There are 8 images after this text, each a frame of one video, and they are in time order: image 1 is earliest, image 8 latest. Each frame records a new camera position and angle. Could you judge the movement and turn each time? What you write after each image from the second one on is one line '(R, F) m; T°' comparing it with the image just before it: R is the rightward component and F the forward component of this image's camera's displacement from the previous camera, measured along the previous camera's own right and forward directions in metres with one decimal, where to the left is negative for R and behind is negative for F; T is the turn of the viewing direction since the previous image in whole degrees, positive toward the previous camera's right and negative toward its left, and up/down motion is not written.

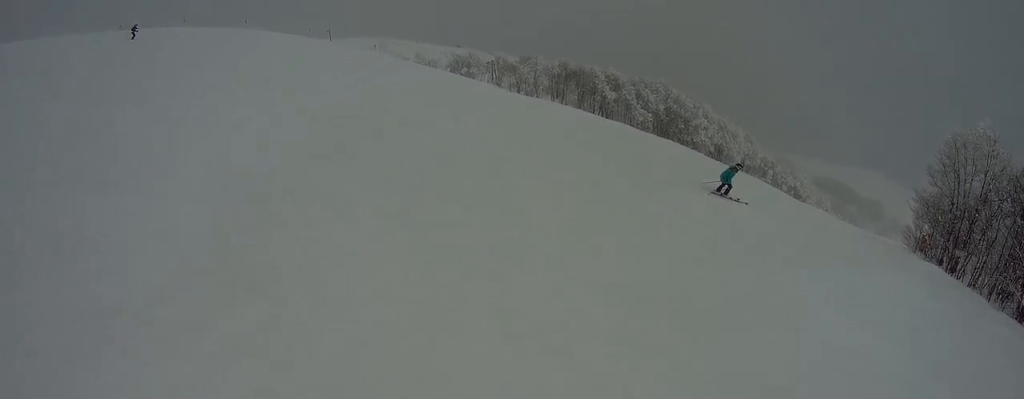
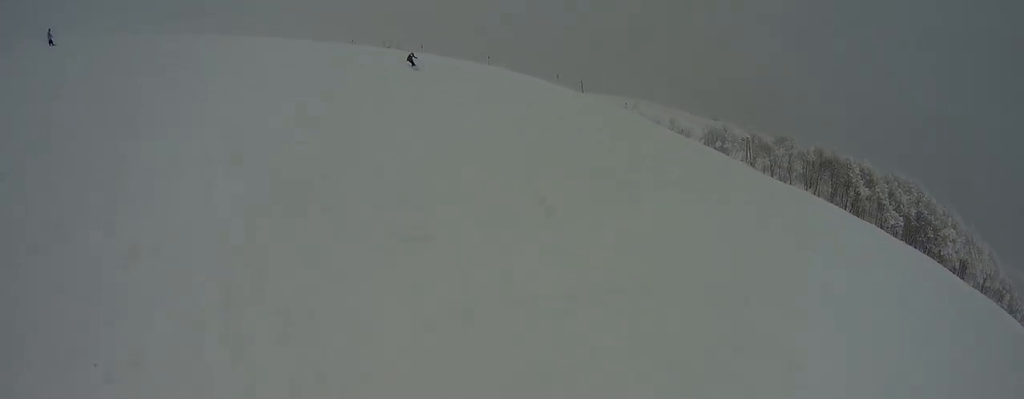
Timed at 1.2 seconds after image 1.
(-0.7, +2.8) m; -20°
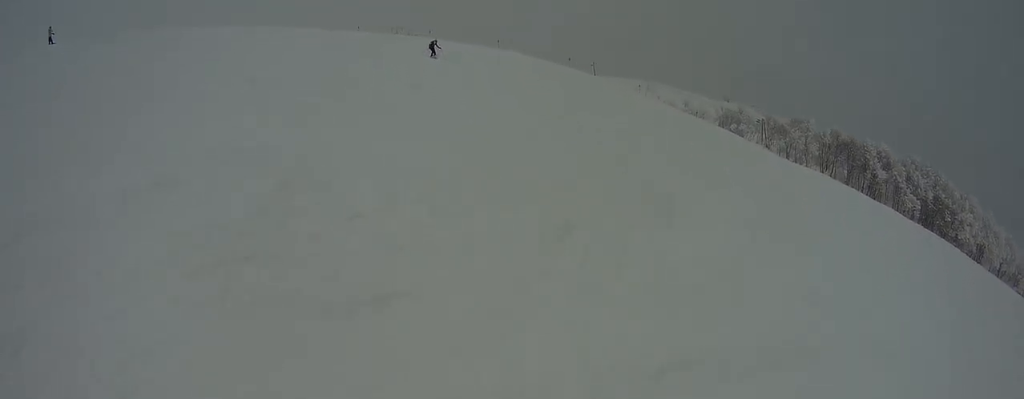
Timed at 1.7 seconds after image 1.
(0.0, +1.0) m; +14°
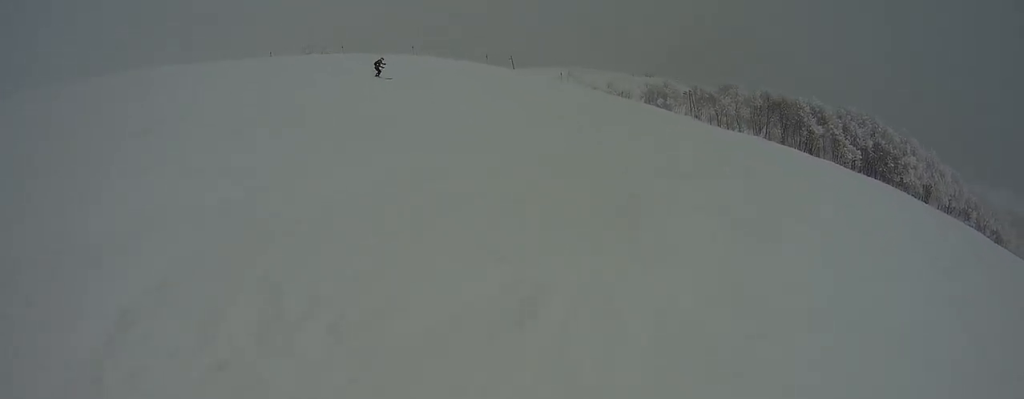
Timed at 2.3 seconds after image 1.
(-0.1, +1.3) m; +16°
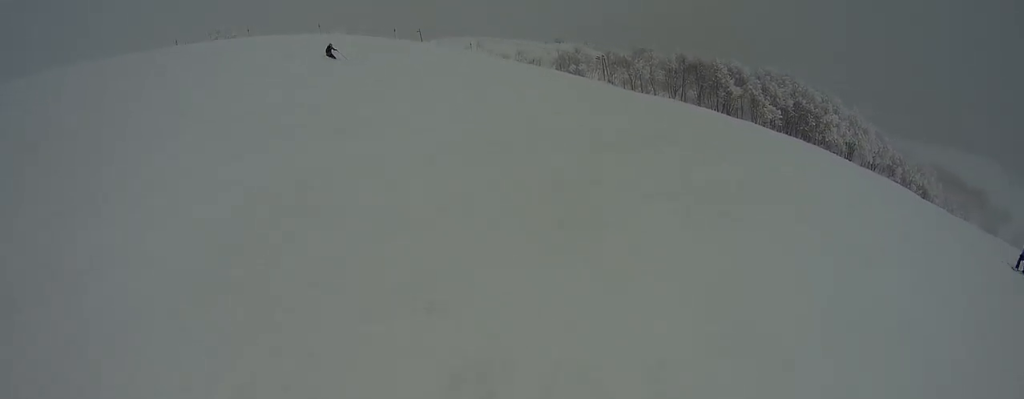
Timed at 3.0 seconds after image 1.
(+0.7, +1.5) m; +2°
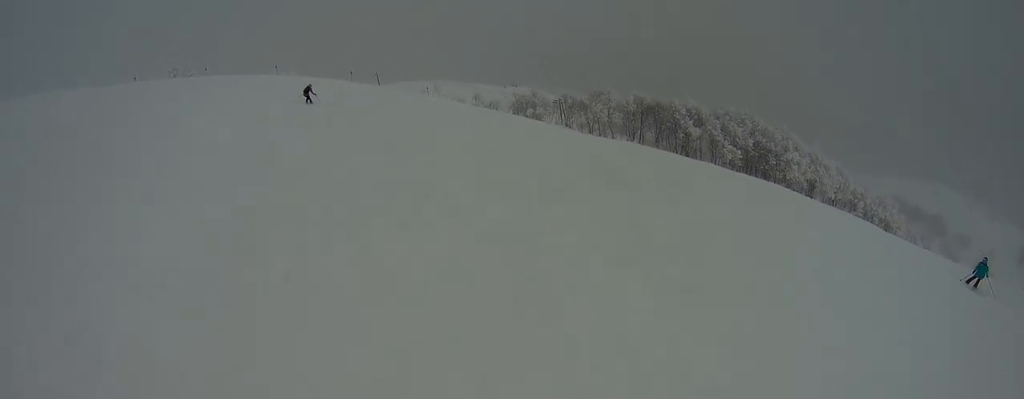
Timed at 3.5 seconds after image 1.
(+0.1, +1.4) m; -6°
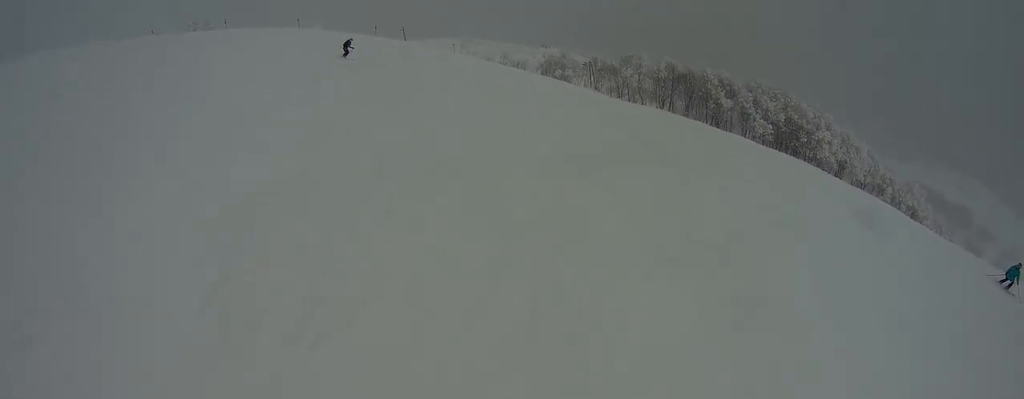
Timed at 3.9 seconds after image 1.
(-0.3, +1.5) m; -14°
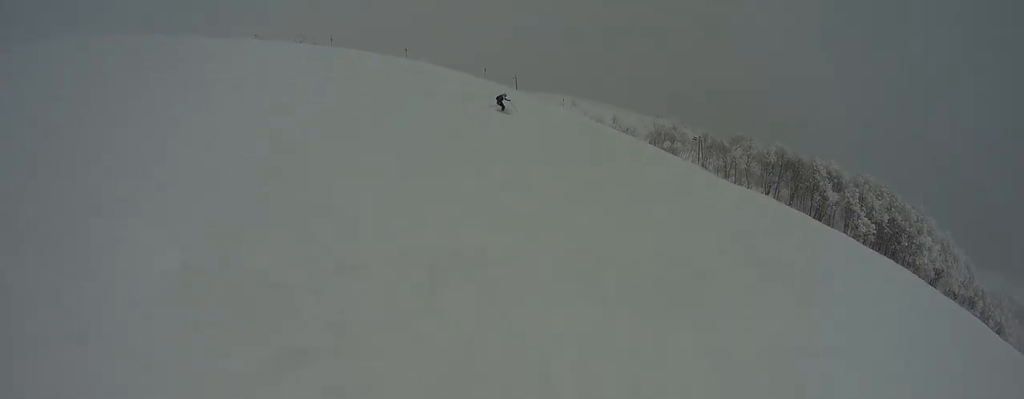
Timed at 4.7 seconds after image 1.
(-0.5, +2.5) m; -10°
